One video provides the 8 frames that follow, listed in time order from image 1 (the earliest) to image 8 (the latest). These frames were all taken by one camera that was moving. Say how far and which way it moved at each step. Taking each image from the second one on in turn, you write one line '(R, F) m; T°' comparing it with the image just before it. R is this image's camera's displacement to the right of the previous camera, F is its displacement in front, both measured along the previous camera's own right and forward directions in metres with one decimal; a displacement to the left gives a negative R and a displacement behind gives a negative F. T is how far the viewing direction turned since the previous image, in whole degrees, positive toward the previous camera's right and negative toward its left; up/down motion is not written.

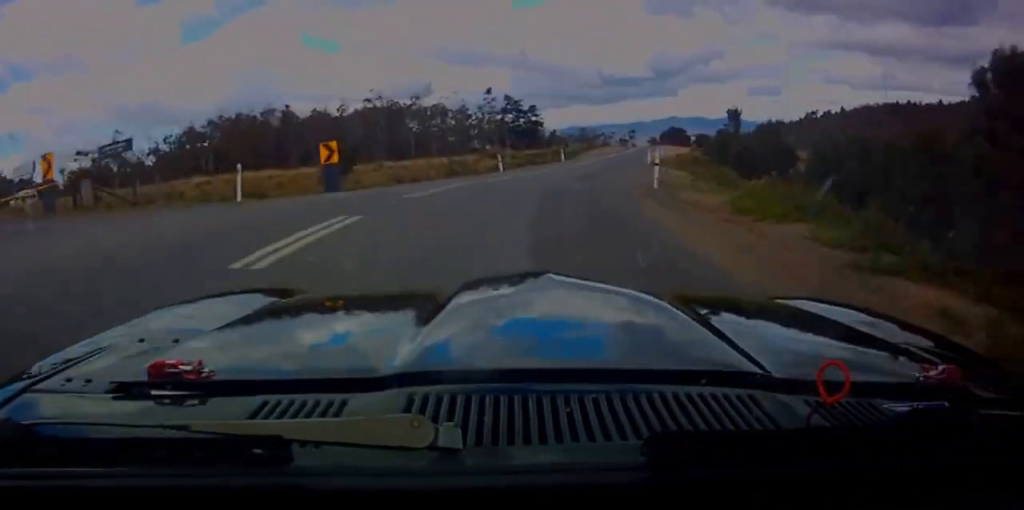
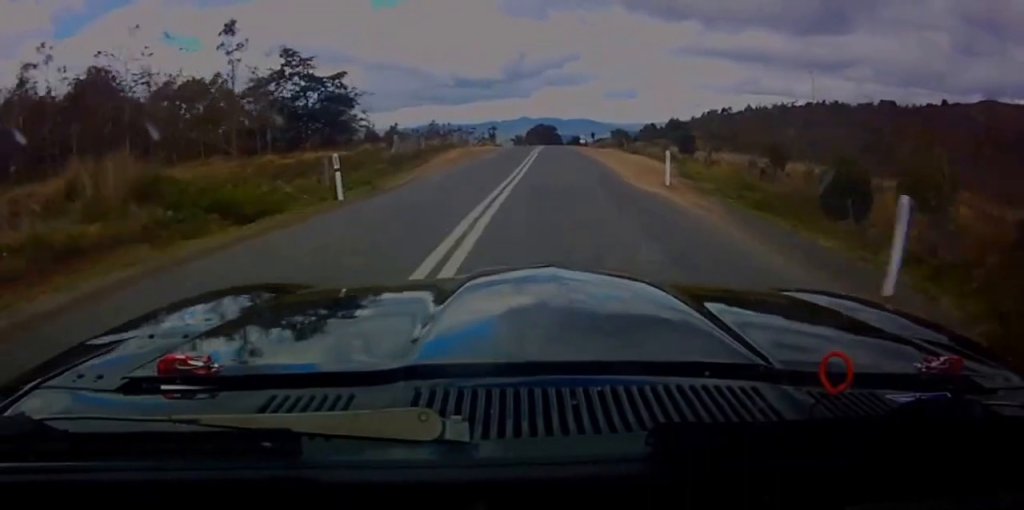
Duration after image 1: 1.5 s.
(+2.2, +41.0) m; +17°
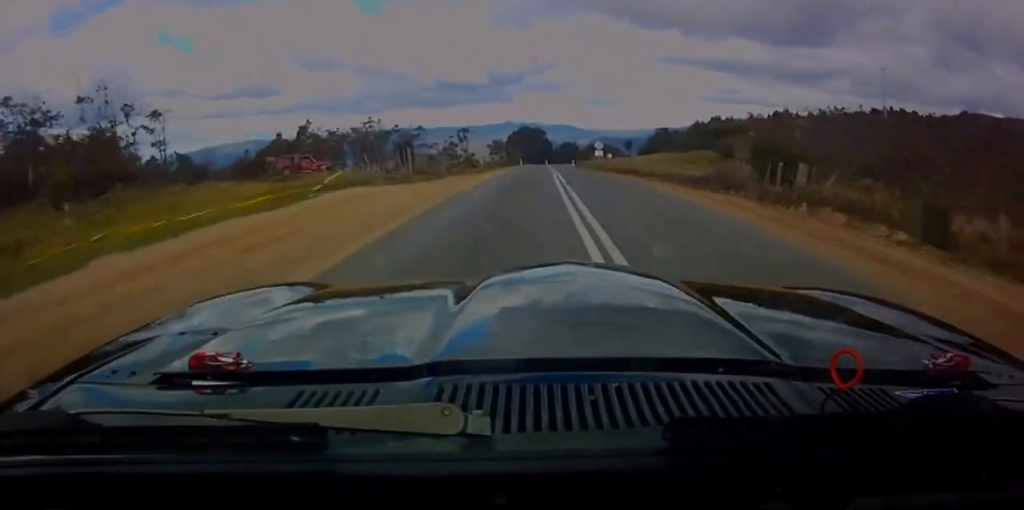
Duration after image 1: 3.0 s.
(+10.7, +48.9) m; +14°
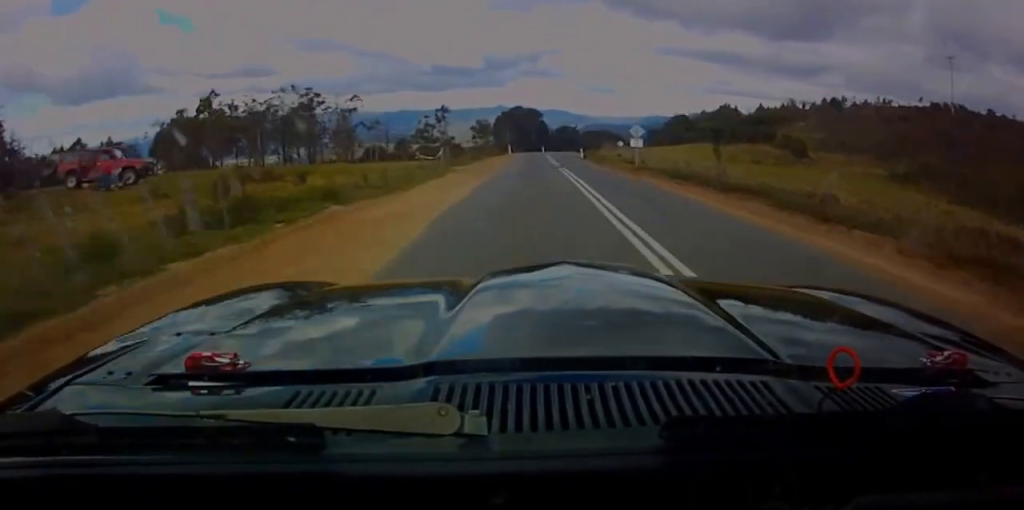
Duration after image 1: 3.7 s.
(+0.4, +27.1) m; +1°
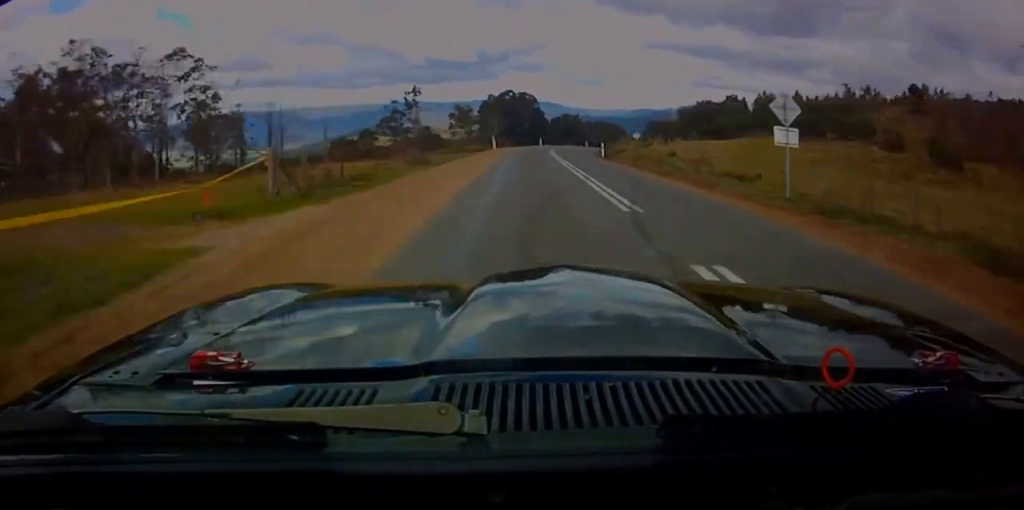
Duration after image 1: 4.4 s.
(-0.4, +25.2) m; +1°
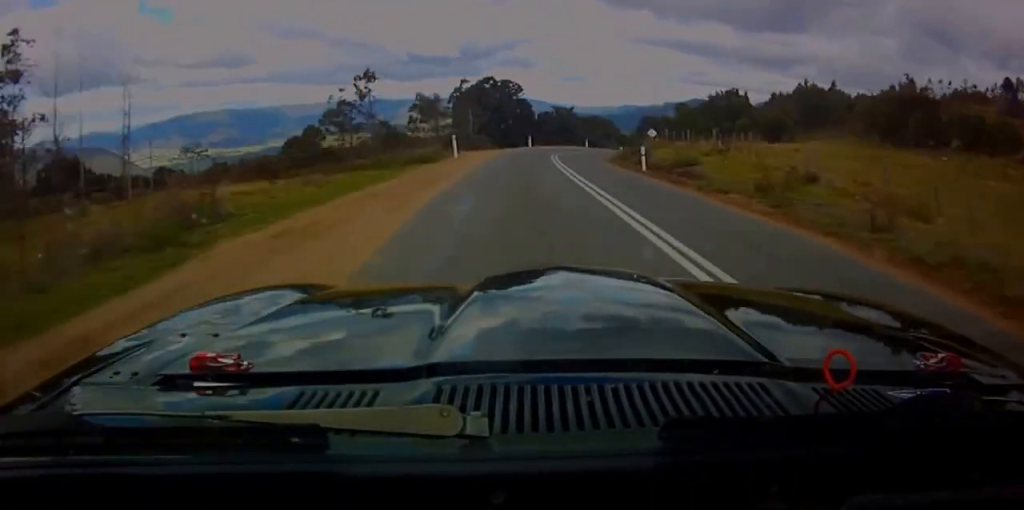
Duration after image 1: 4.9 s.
(+0.5, +19.6) m; +3°
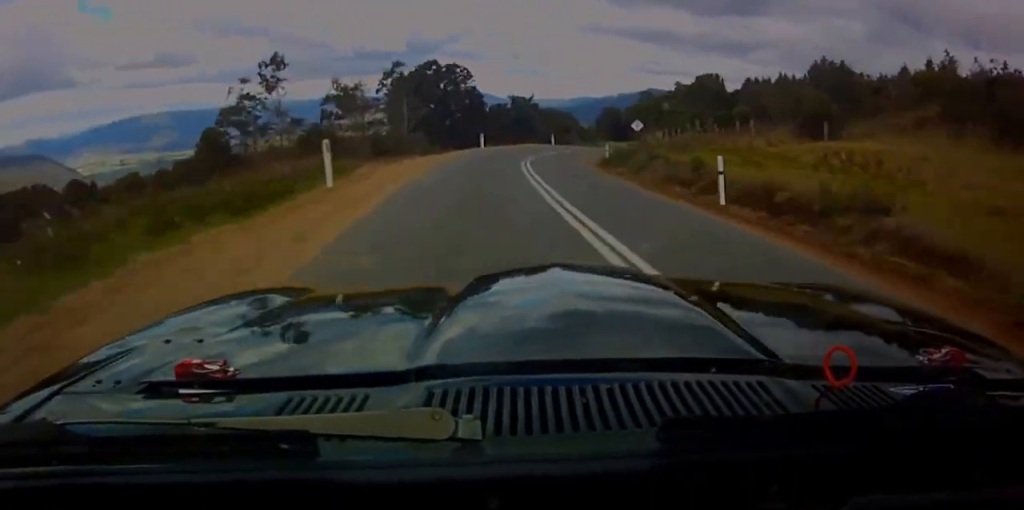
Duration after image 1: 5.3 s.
(-0.4, +14.7) m; +2°
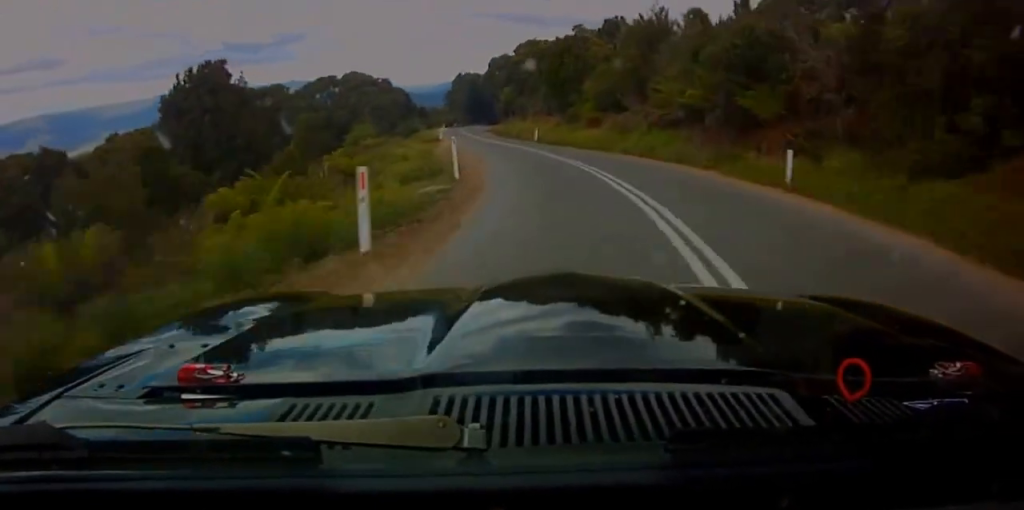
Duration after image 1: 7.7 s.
(+10.5, +86.7) m; +9°
